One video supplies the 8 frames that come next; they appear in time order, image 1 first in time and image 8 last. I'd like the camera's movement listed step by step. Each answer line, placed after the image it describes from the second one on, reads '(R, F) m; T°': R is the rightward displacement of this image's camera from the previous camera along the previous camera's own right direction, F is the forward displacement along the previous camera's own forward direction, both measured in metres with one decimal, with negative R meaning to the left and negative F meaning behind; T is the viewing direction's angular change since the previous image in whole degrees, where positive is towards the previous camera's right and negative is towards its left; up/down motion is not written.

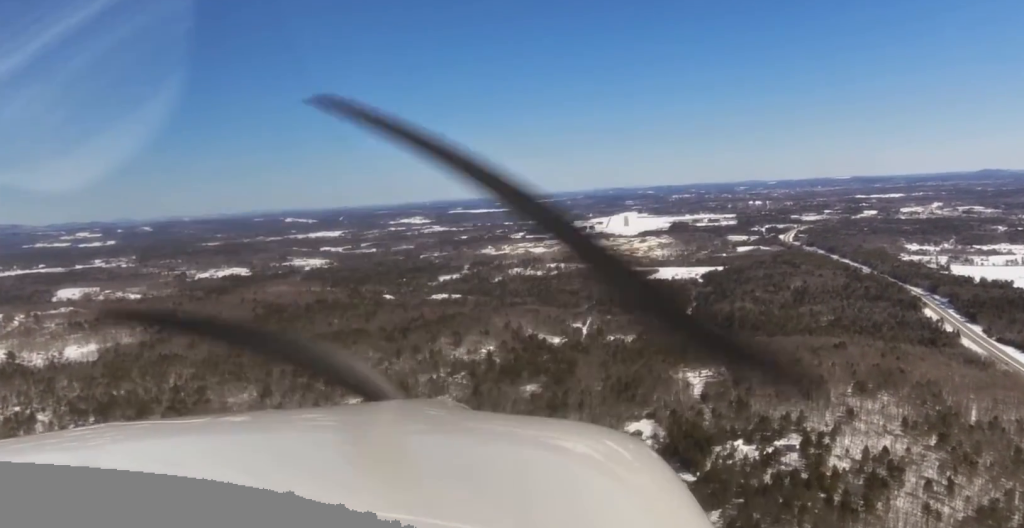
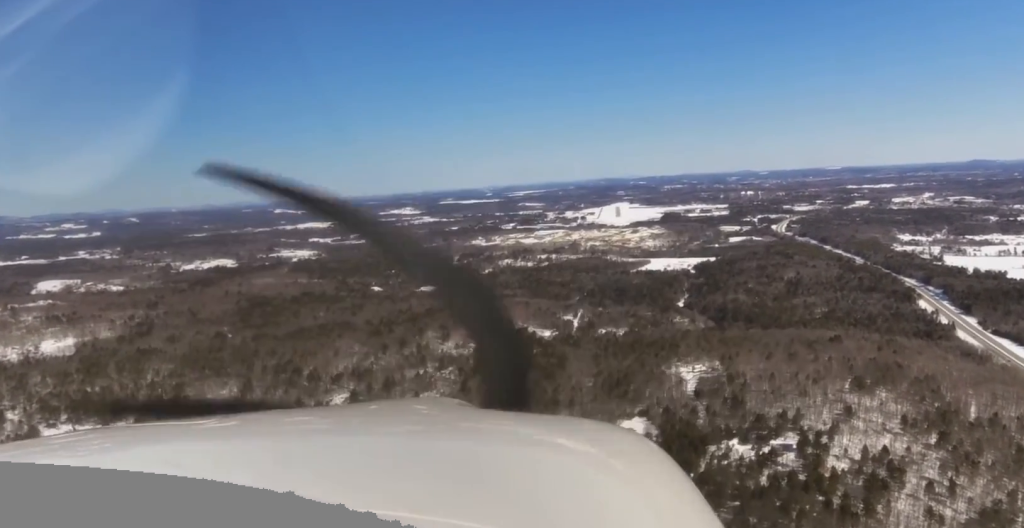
(0.0, +23.2) m; 0°
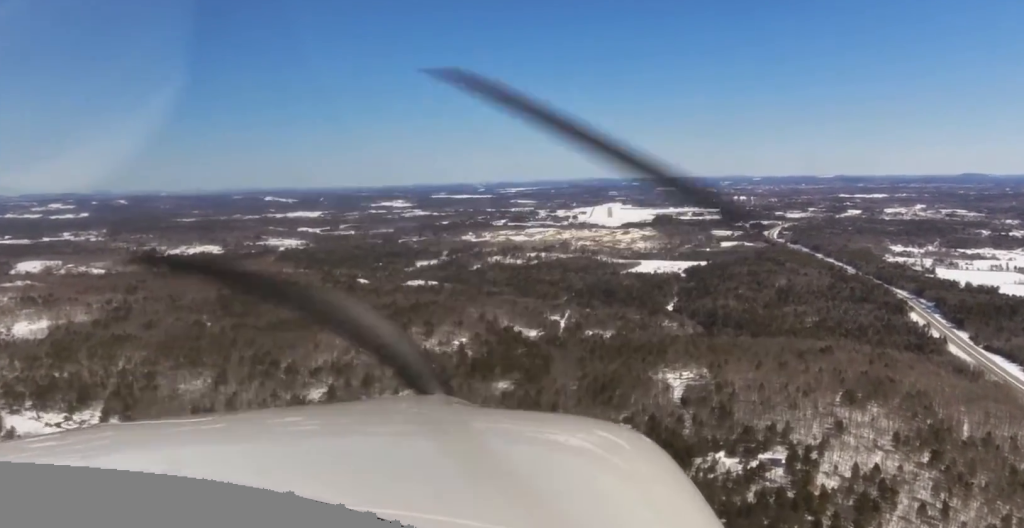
(0.0, +21.7) m; -1°
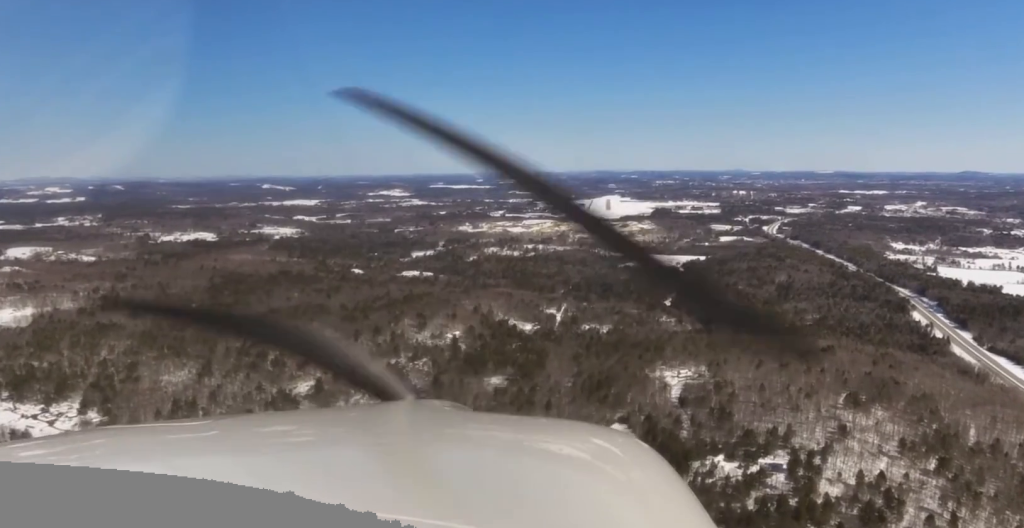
(+0.2, +25.7) m; -1°
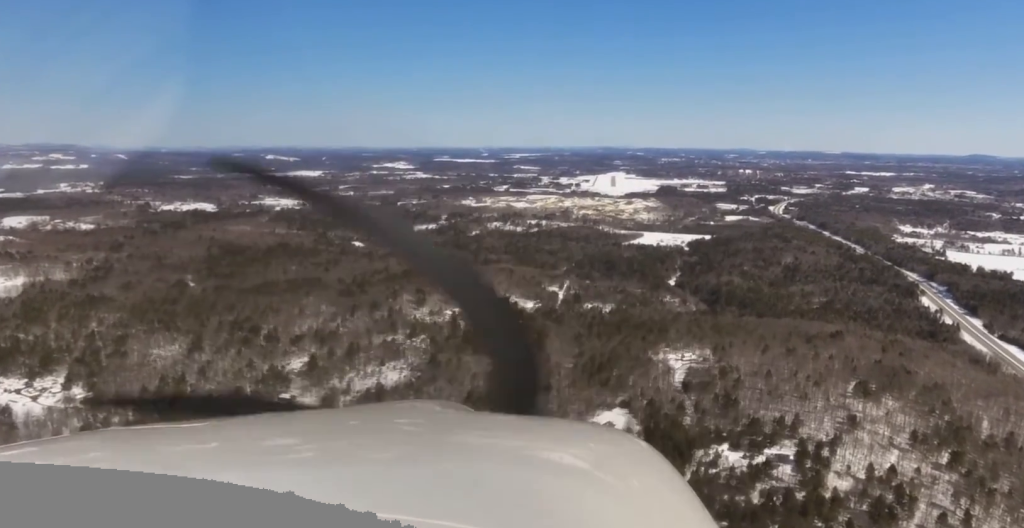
(-0.7, +25.5) m; +1°
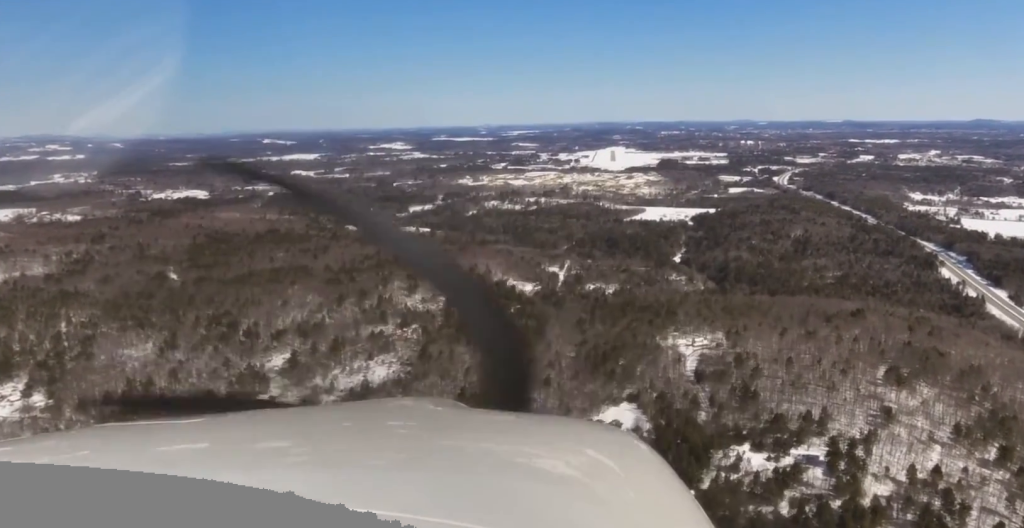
(+1.5, +59.6) m; +1°
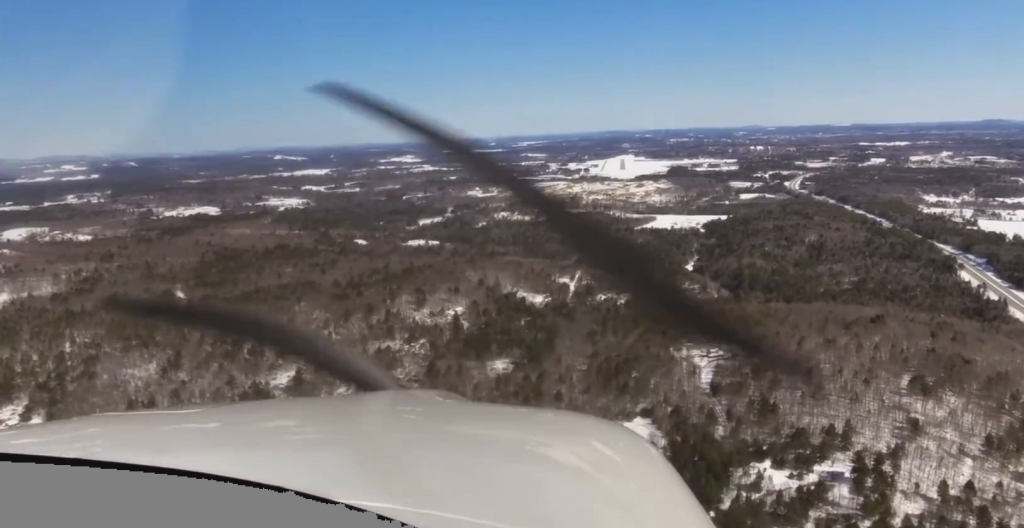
(-0.2, +18.5) m; -1°
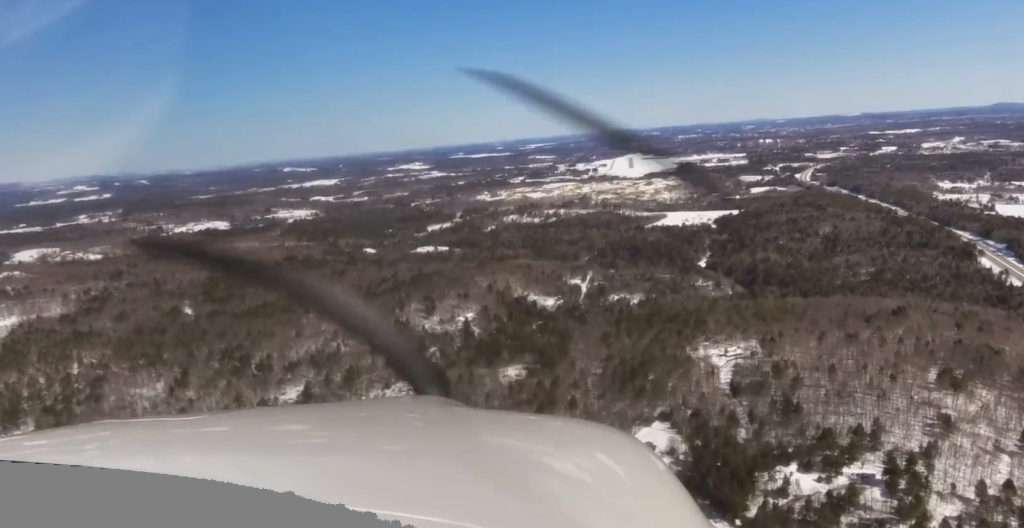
(-0.1, +18.4) m; 0°
